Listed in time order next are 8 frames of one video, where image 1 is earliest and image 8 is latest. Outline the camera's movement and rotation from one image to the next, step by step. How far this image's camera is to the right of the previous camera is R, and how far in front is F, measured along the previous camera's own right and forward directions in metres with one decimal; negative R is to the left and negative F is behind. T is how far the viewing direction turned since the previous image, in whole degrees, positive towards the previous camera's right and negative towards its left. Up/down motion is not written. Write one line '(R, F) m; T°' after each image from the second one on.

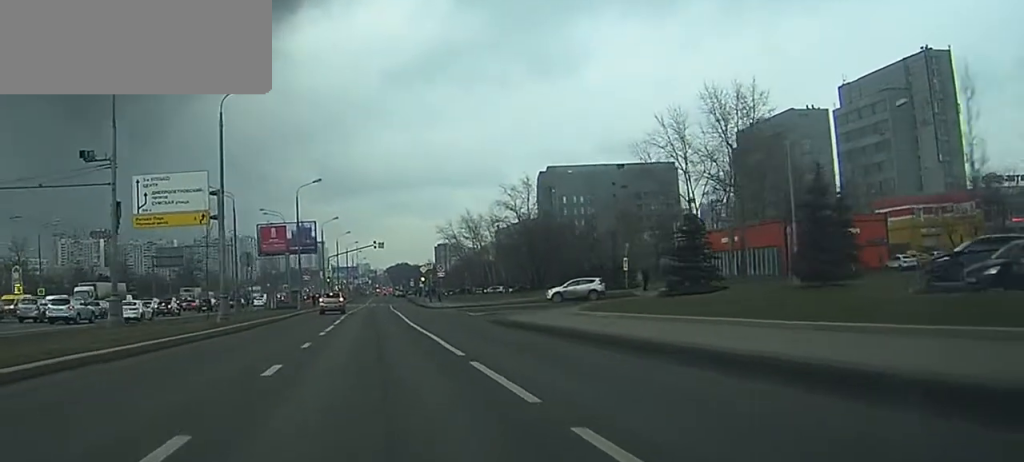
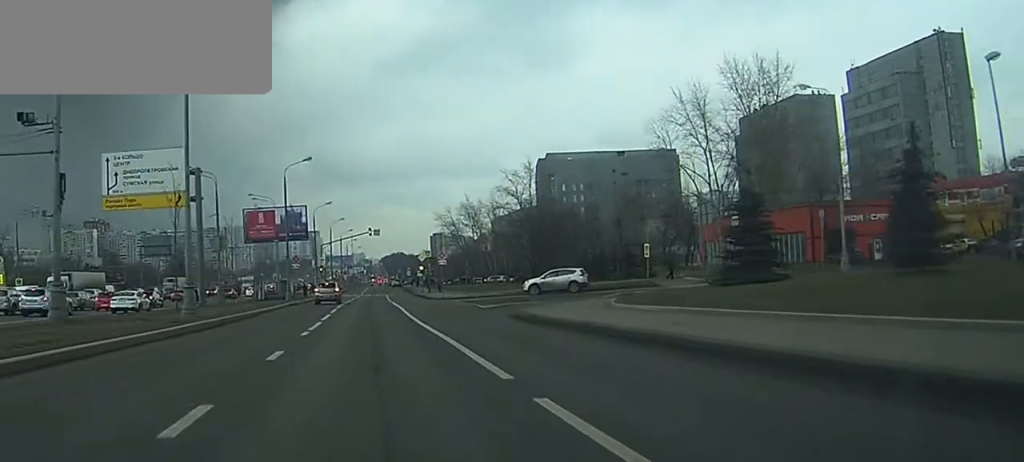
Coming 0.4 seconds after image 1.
(0.0, +6.3) m; 0°
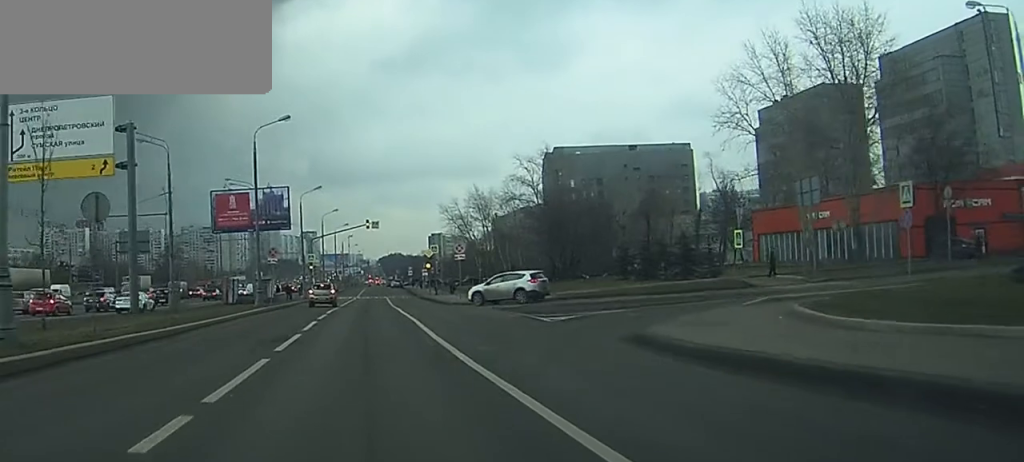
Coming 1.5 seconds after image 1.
(+0.1, +16.7) m; 0°
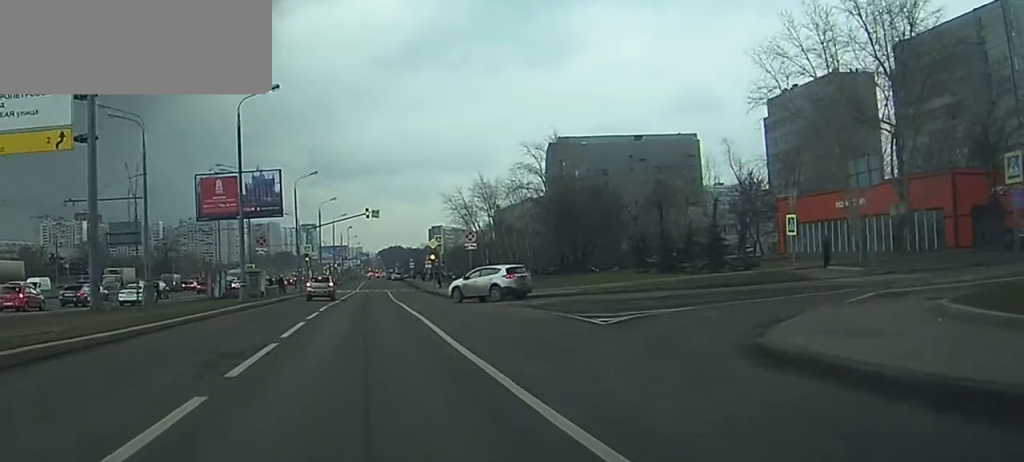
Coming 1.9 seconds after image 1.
(0.0, +6.1) m; 0°
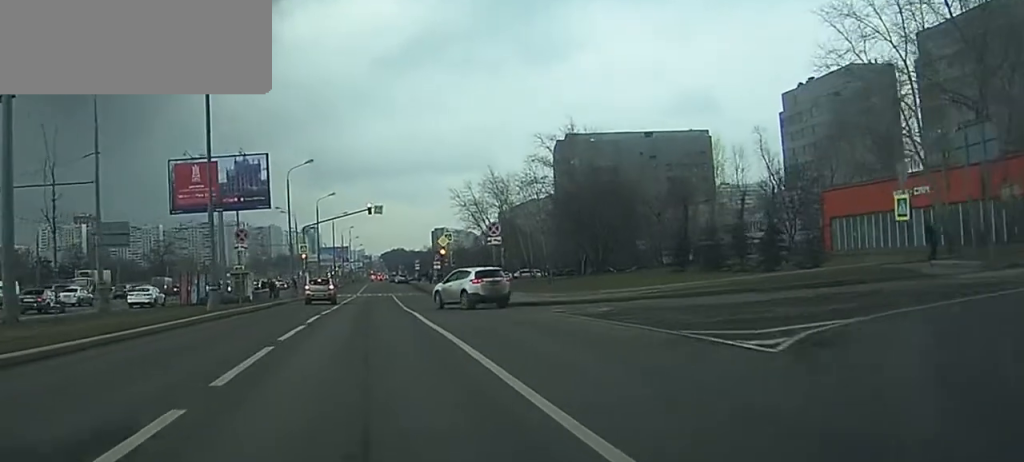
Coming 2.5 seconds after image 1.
(0.0, +9.1) m; 0°
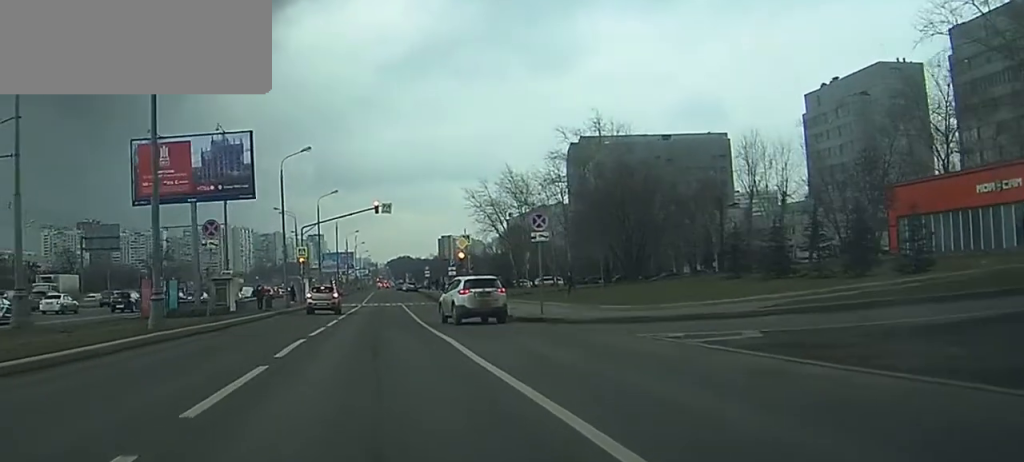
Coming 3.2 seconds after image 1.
(0.0, +10.2) m; 0°
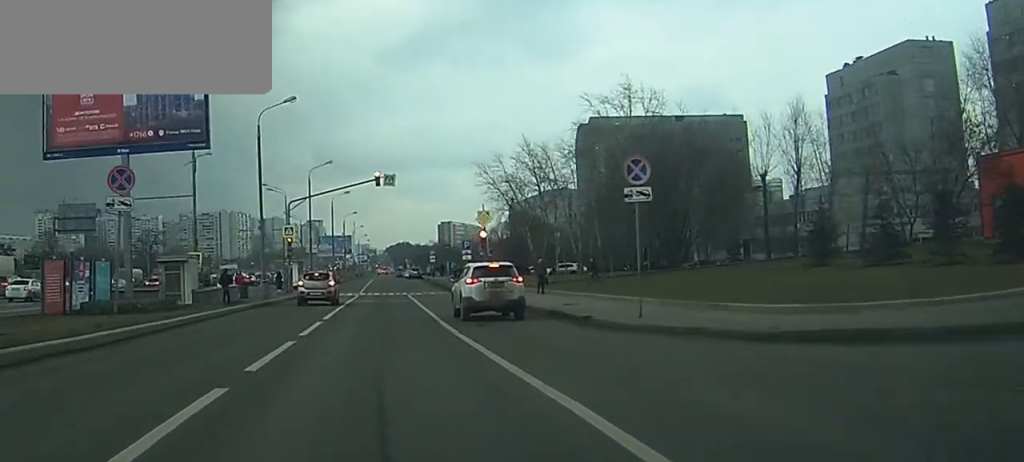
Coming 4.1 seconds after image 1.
(0.0, +12.9) m; 0°
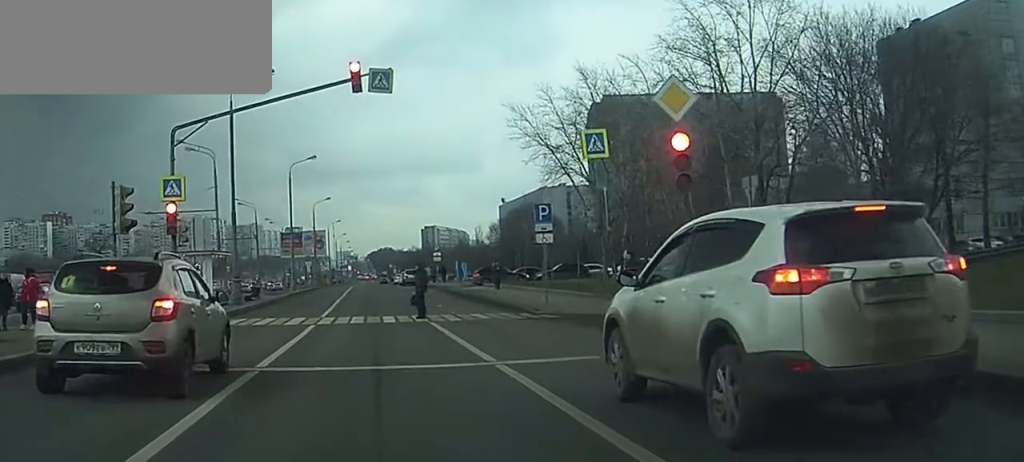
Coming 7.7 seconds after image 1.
(+0.4, +37.9) m; +2°
